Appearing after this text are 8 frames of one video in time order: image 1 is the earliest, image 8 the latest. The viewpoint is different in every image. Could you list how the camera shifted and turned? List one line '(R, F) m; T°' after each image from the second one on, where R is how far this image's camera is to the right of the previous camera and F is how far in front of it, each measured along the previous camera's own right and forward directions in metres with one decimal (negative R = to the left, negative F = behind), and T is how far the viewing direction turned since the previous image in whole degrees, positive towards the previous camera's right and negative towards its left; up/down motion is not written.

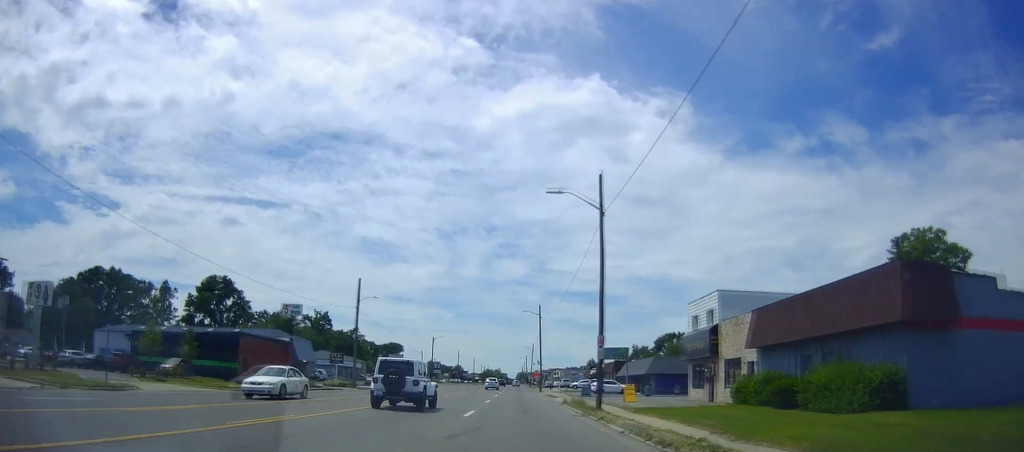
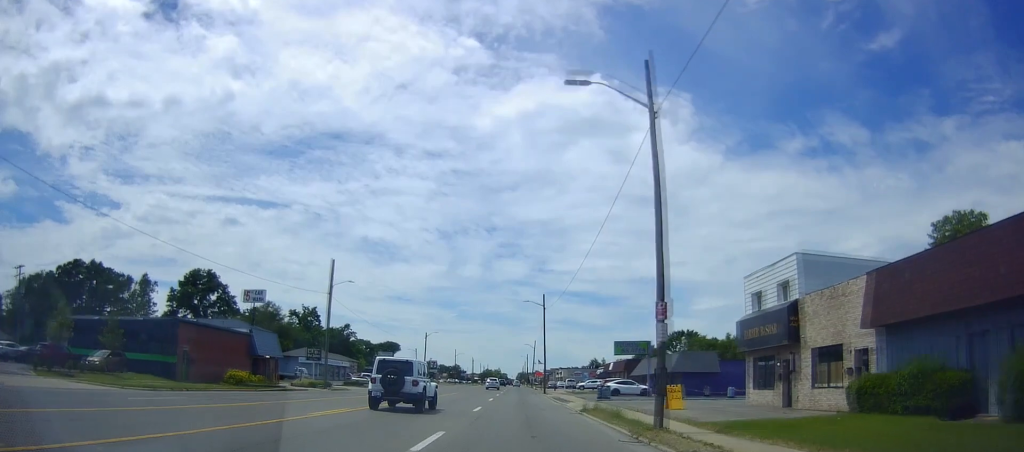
(+0.1, +10.4) m; 0°
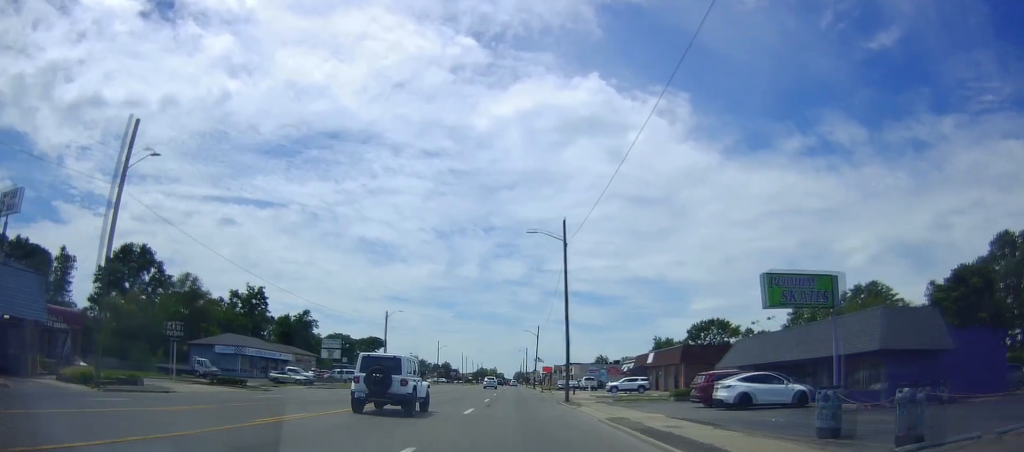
(-0.9, +33.5) m; -3°
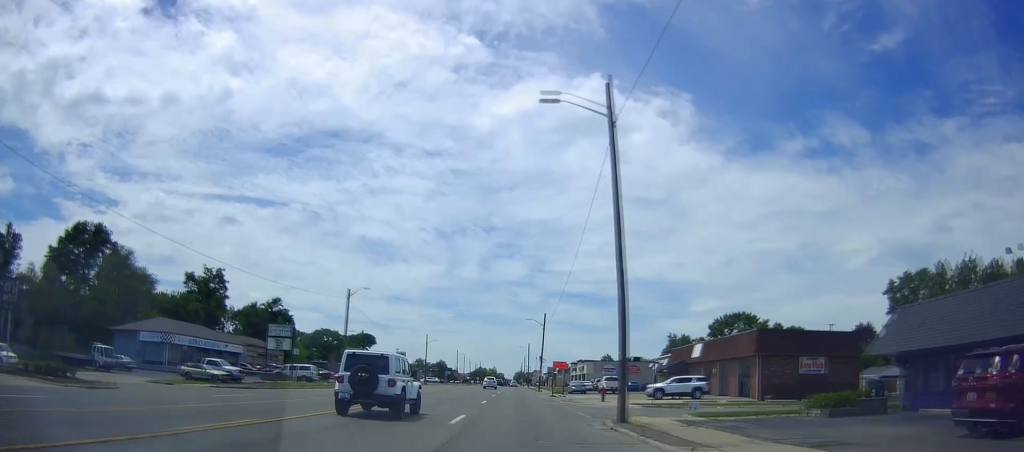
(+0.1, +19.4) m; +1°
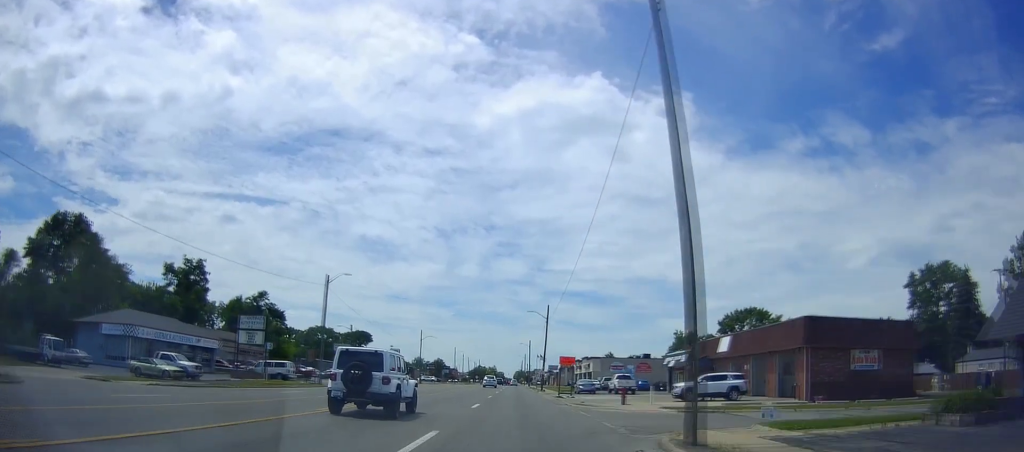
(+0.2, +7.6) m; 0°
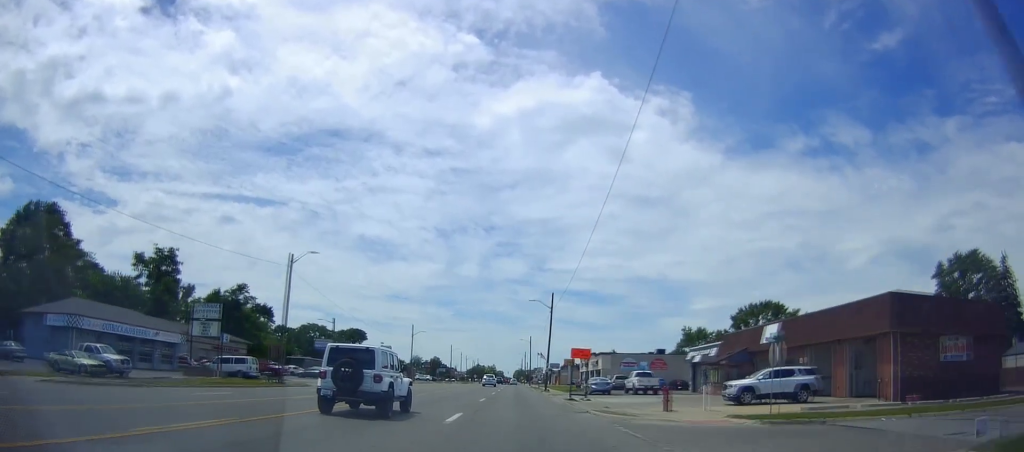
(+0.2, +9.5) m; 0°
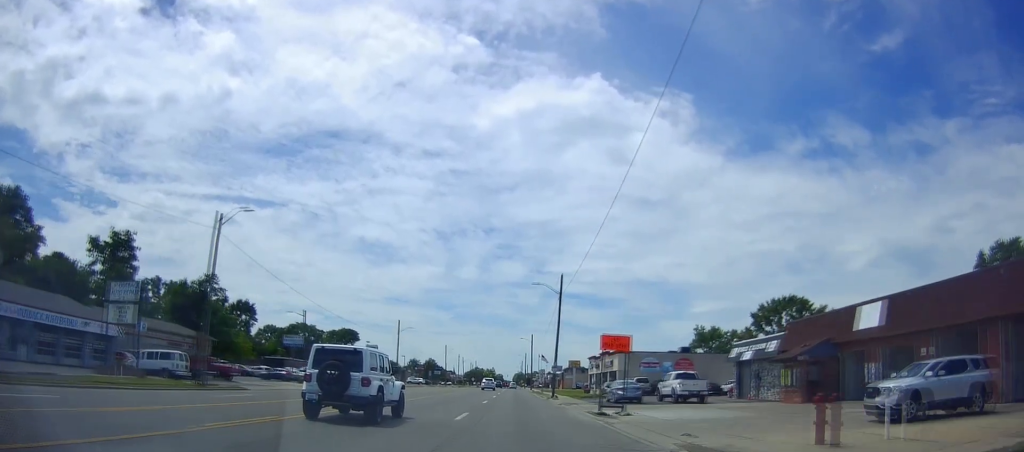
(-0.3, +12.6) m; -1°
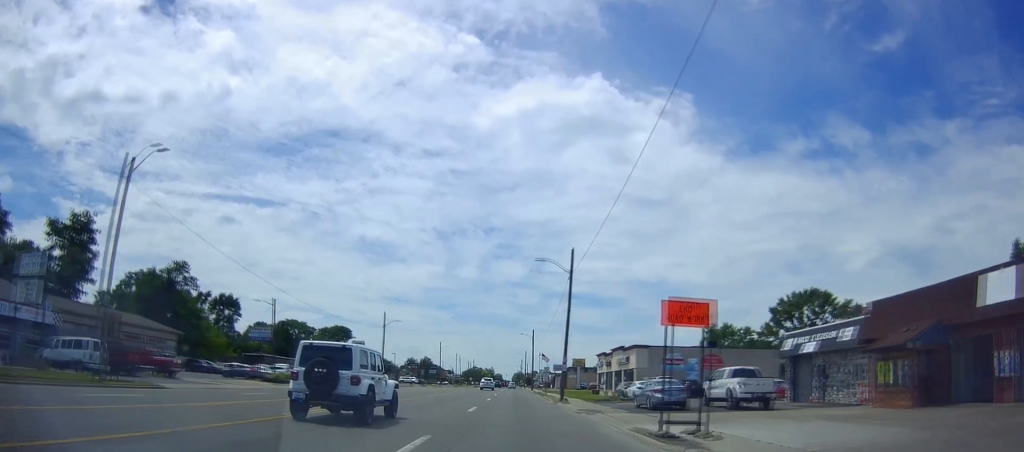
(-0.1, +10.1) m; 0°
